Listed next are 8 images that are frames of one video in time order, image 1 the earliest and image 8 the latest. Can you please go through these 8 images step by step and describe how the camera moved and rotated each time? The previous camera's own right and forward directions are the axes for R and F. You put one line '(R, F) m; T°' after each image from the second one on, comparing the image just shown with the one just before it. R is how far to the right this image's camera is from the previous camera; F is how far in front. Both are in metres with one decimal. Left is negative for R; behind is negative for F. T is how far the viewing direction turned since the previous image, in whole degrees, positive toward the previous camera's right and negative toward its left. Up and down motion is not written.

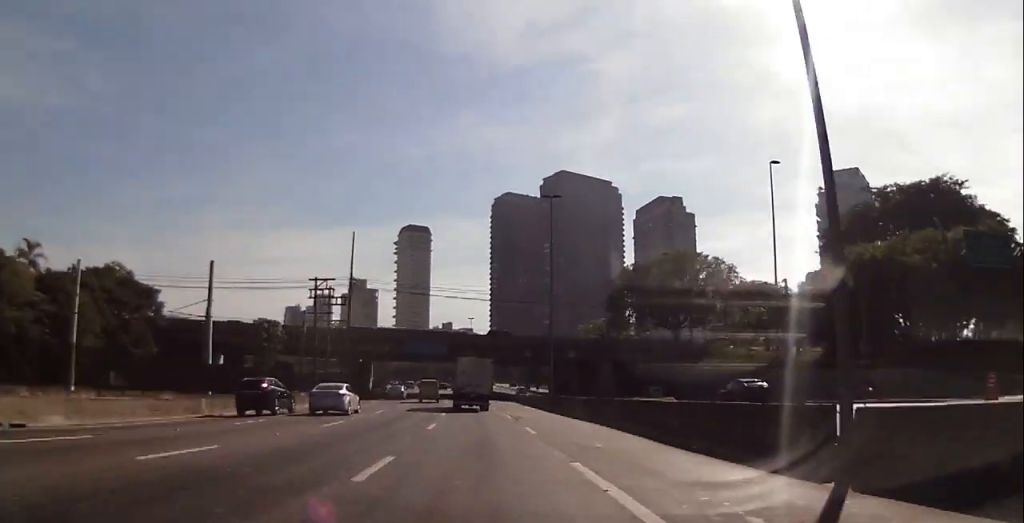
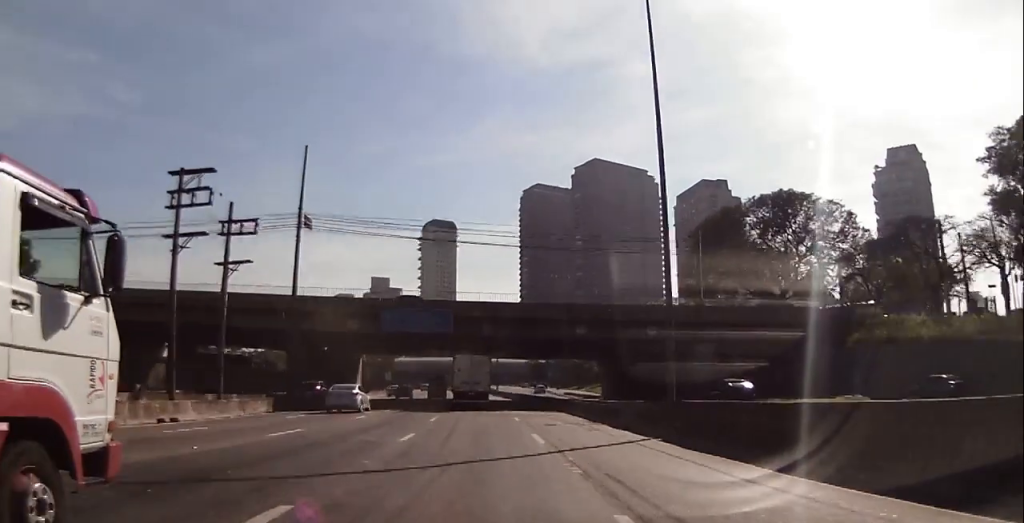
(-0.7, +29.4) m; -3°
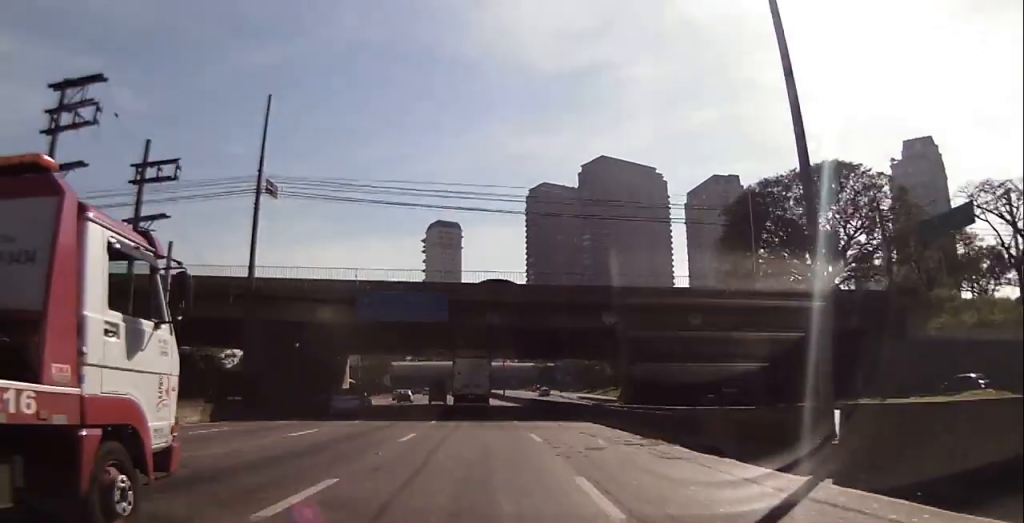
(-0.1, +10.3) m; -1°
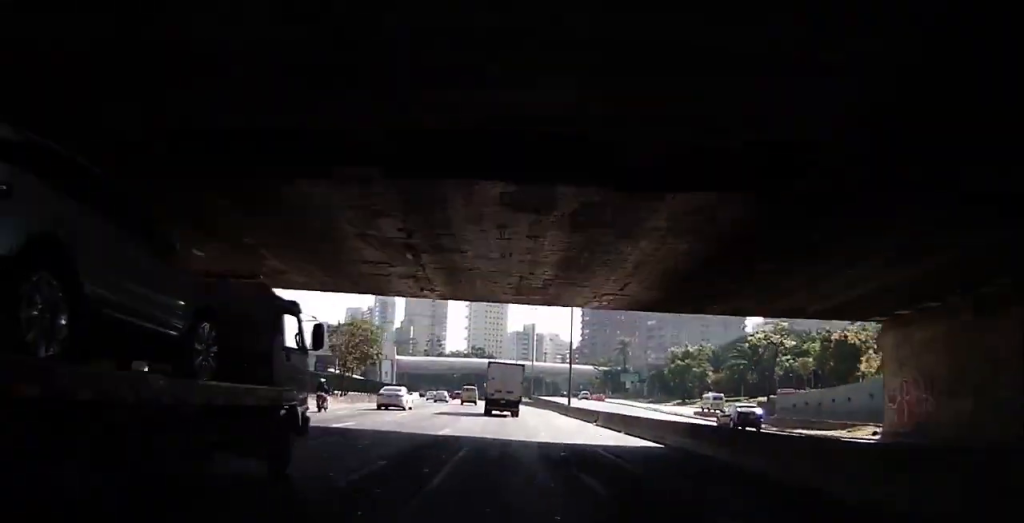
(-0.8, +45.9) m; -2°
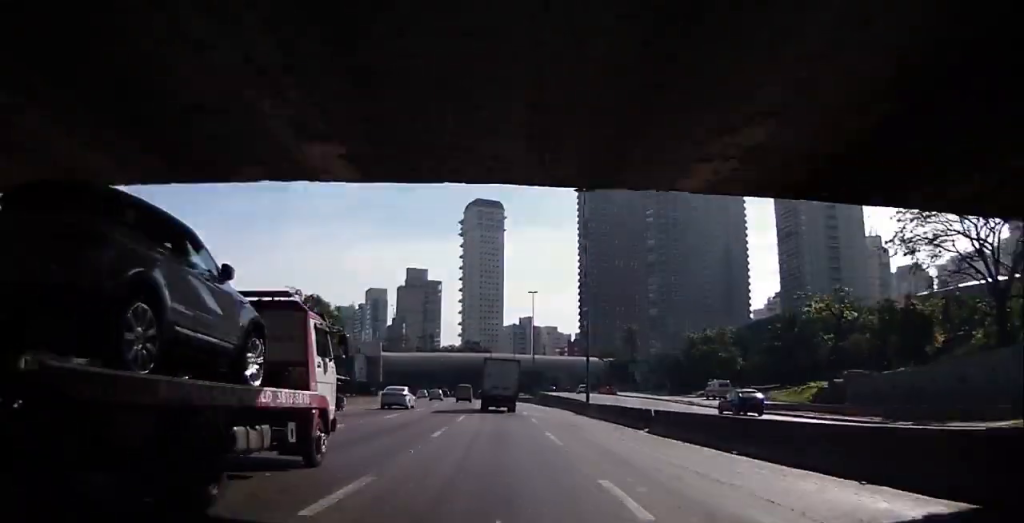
(-0.1, +13.4) m; -1°
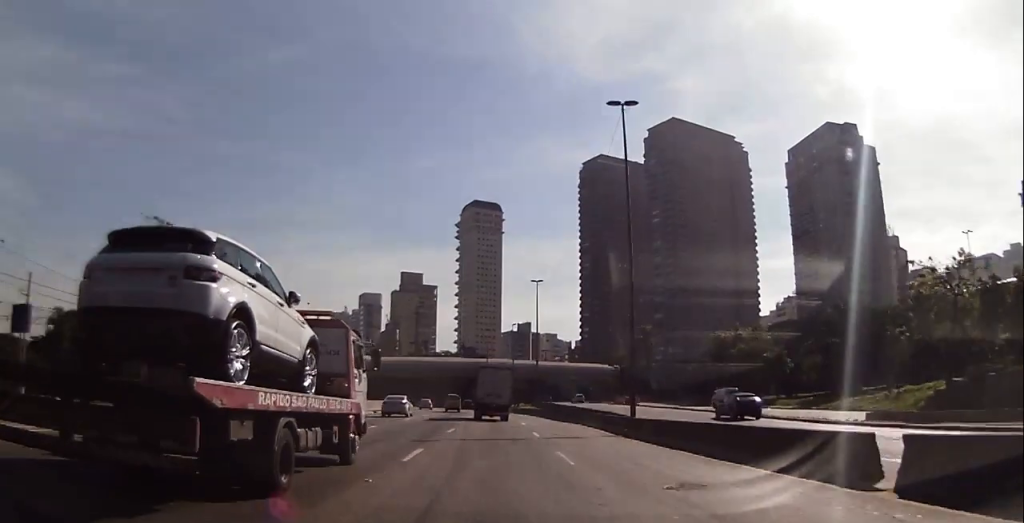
(-0.1, +15.8) m; 0°
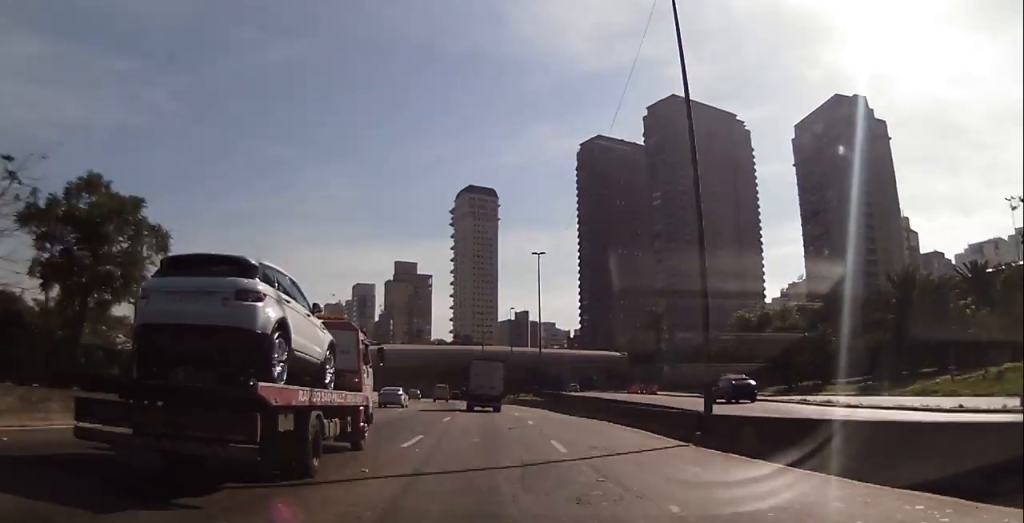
(0.0, +10.9) m; -1°
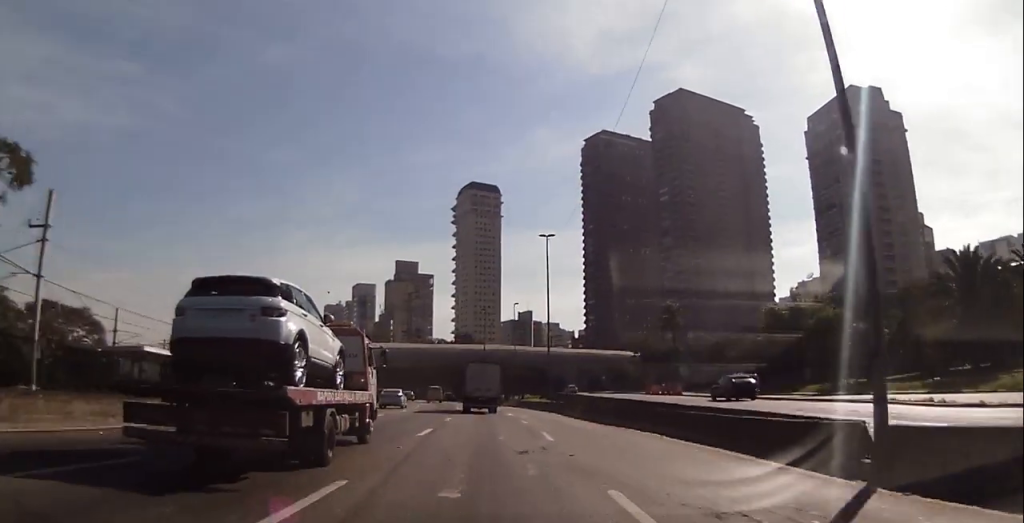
(+0.1, +8.7) m; -1°
